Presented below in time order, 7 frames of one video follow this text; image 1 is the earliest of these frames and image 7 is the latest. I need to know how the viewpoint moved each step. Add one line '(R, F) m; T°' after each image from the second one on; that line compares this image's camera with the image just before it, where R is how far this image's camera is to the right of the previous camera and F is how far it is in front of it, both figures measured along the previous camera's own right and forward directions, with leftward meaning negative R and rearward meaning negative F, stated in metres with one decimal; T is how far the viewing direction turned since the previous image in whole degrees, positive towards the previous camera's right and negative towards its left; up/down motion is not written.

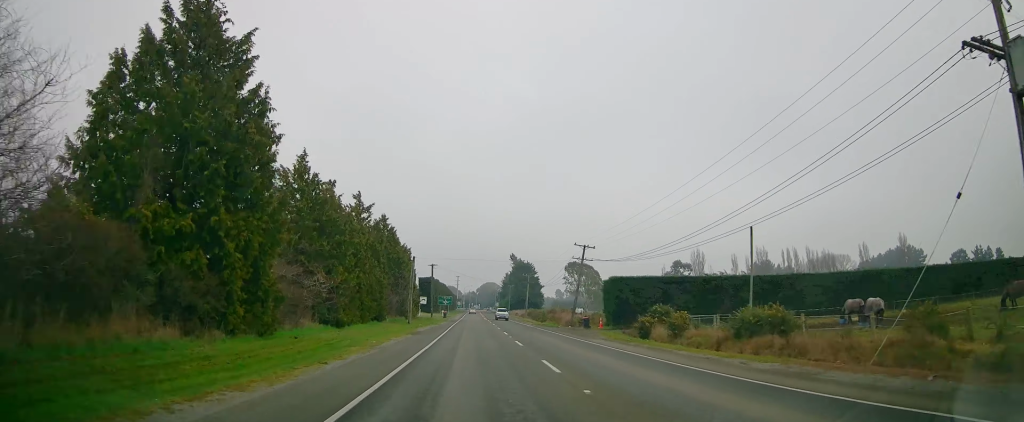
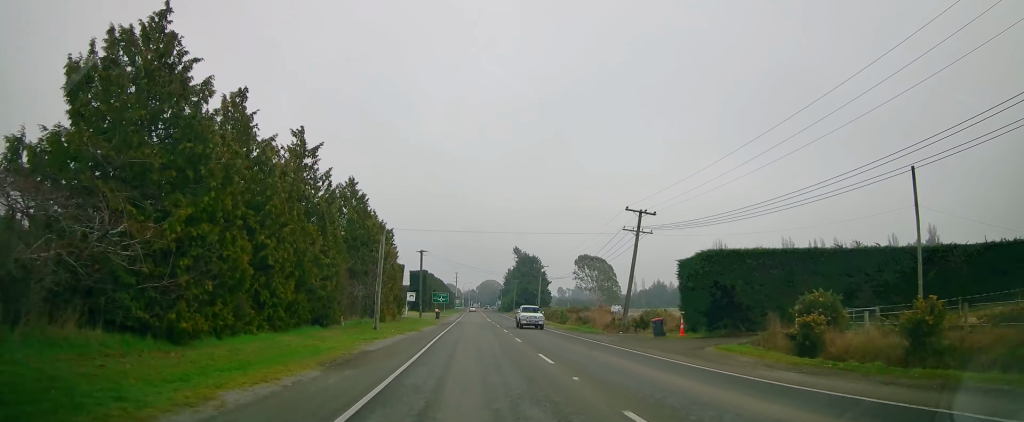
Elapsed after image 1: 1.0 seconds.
(-0.2, +18.3) m; 0°
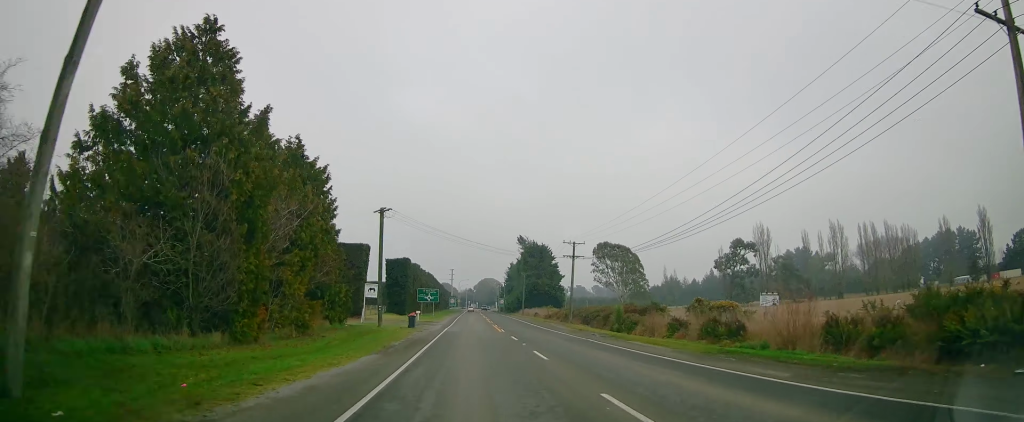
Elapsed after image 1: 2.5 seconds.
(+0.1, +28.0) m; 0°
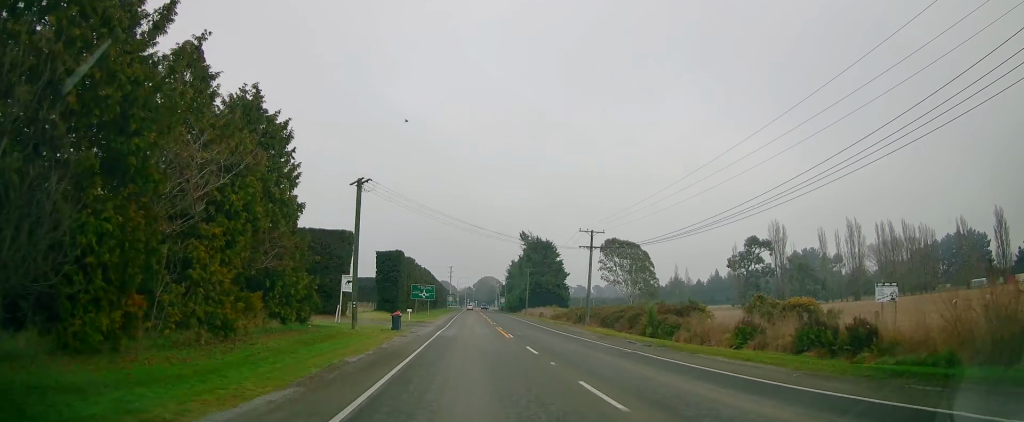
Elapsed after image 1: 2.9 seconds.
(-0.2, +8.1) m; 0°
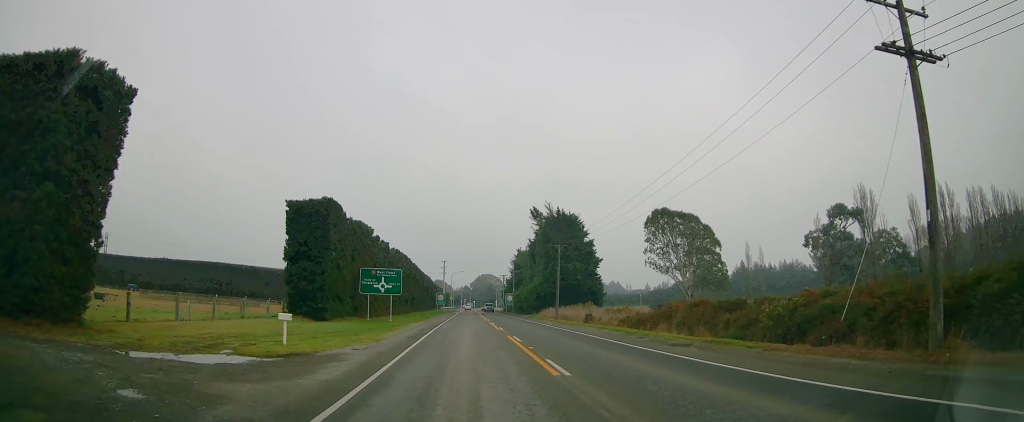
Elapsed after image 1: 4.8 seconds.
(0.0, +35.8) m; 0°
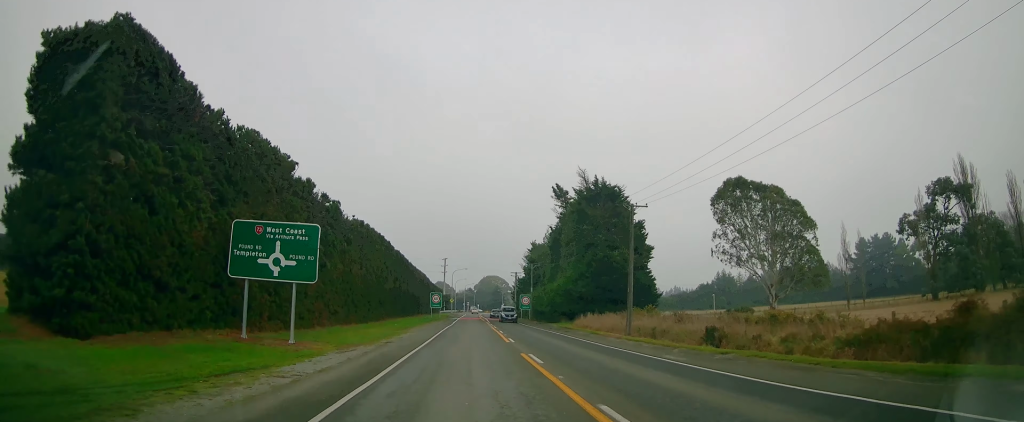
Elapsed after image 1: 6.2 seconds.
(+0.3, +25.8) m; 0°
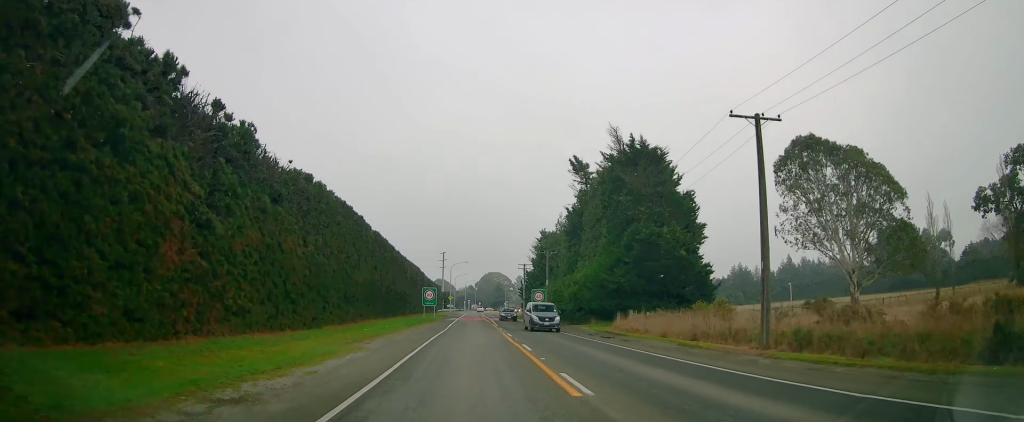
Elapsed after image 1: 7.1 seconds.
(-0.2, +15.9) m; 0°
